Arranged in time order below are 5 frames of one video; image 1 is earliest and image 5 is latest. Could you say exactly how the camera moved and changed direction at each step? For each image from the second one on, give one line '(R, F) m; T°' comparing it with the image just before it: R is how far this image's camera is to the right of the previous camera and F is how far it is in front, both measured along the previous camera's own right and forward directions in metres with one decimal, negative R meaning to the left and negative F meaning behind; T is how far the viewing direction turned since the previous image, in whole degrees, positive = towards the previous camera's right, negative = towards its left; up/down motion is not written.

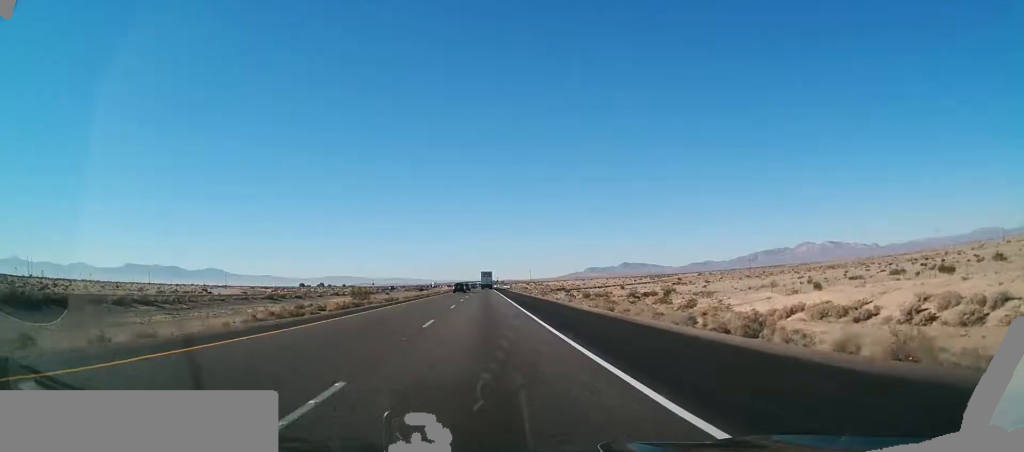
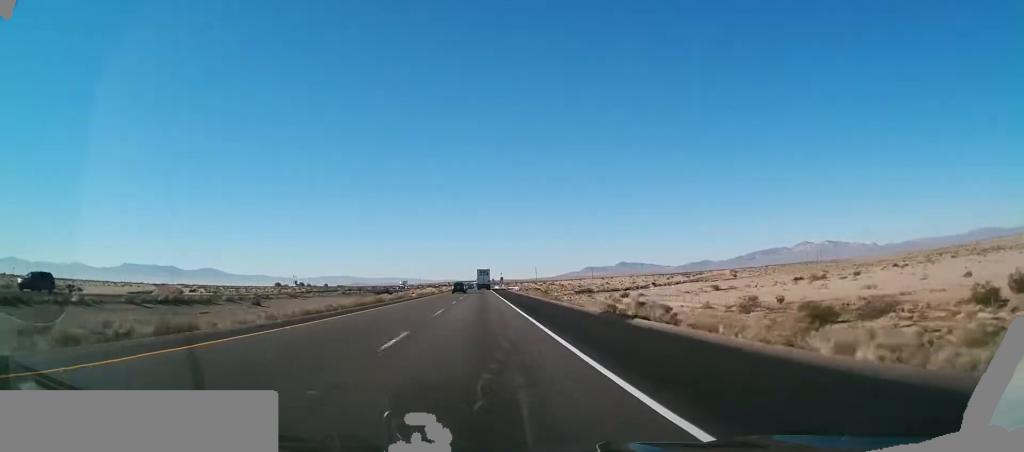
(-0.8, +108.5) m; 0°
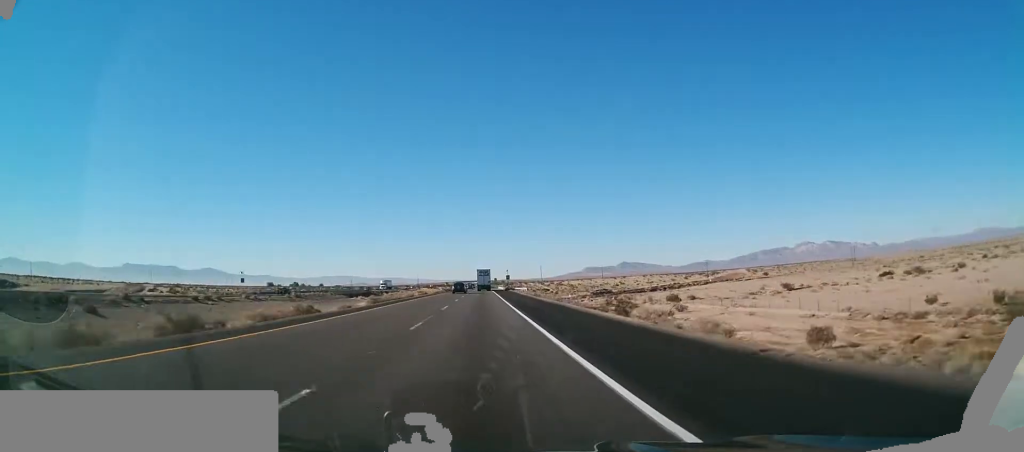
(+0.2, +38.4) m; 0°
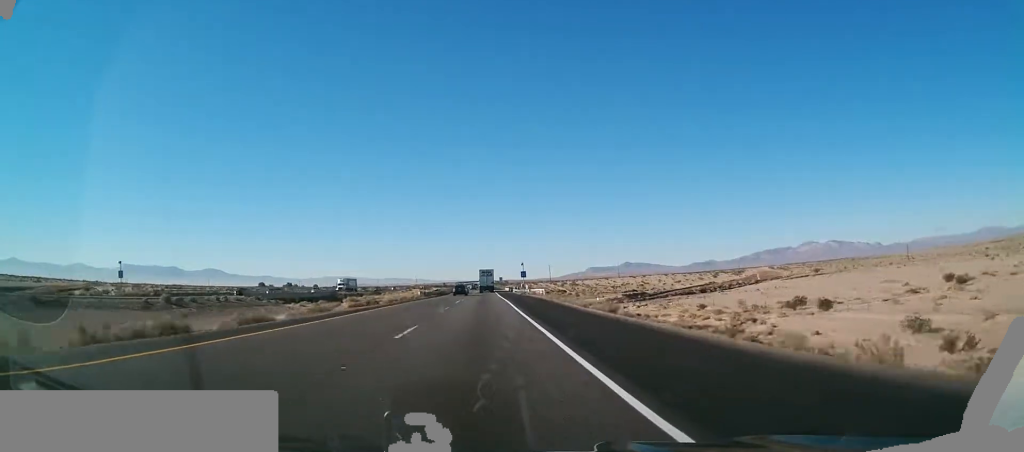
(-0.1, +47.3) m; 0°
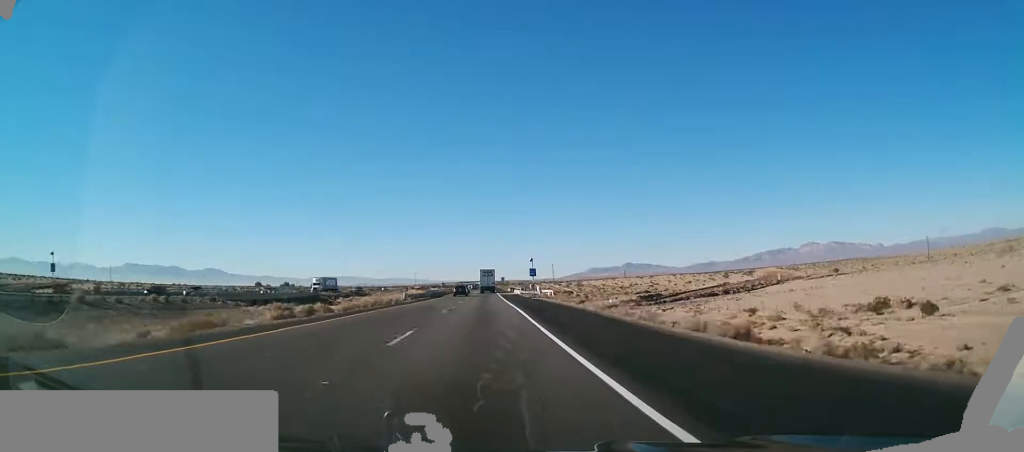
(0.0, +16.1) m; 0°
